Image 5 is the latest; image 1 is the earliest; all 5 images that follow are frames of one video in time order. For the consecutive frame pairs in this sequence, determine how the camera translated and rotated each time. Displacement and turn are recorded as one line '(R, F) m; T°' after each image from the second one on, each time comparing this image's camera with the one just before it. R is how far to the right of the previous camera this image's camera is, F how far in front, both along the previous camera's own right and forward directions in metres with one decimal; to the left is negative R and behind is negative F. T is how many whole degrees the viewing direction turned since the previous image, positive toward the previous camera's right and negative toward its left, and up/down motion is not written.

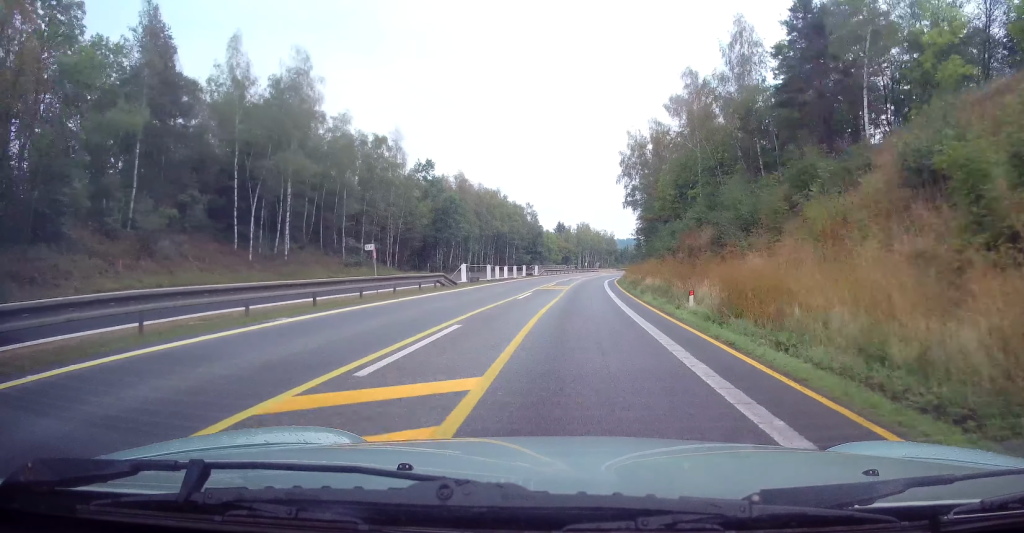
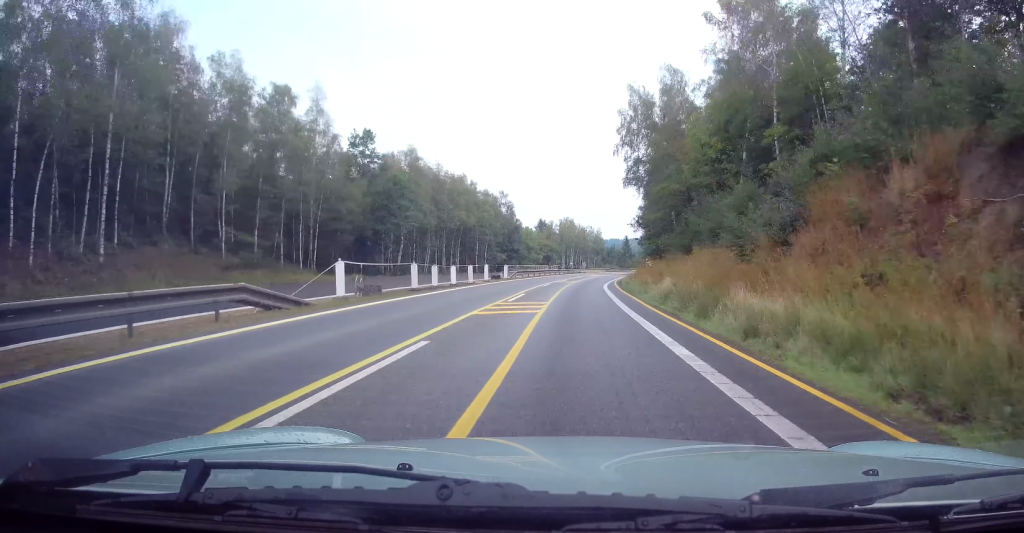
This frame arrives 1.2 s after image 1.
(0.0, +20.4) m; 0°
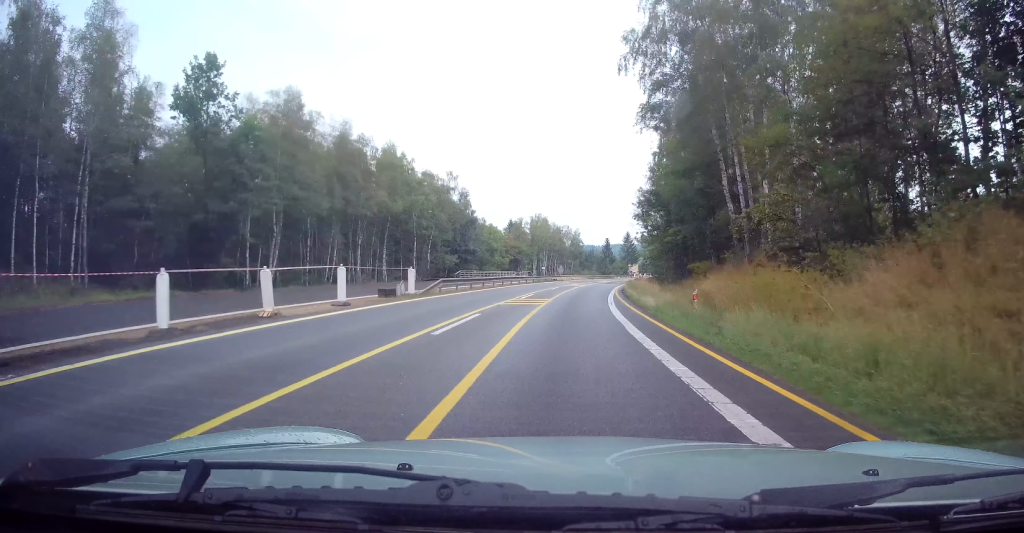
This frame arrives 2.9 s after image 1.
(+0.5, +27.7) m; +3°
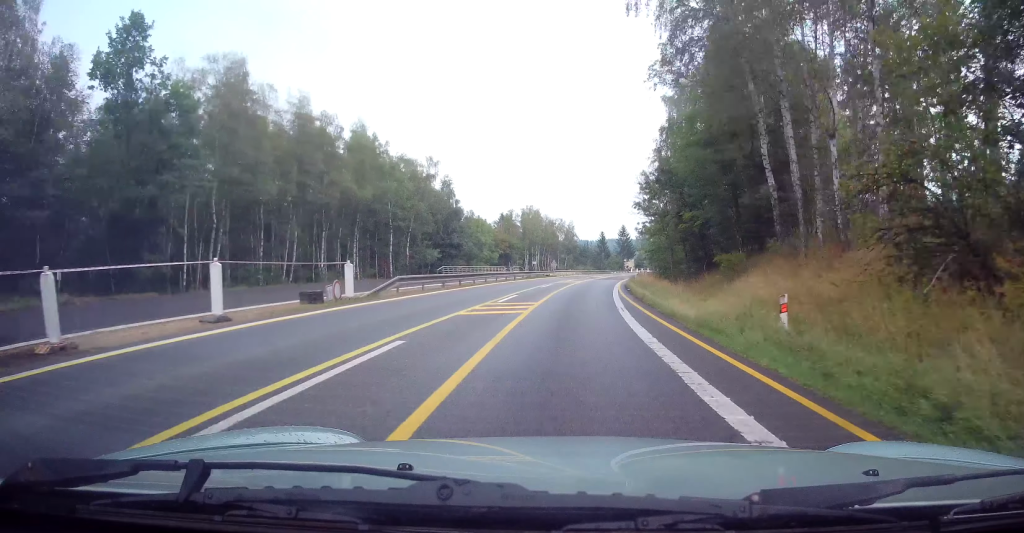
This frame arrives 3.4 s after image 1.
(0.0, +7.2) m; +1°
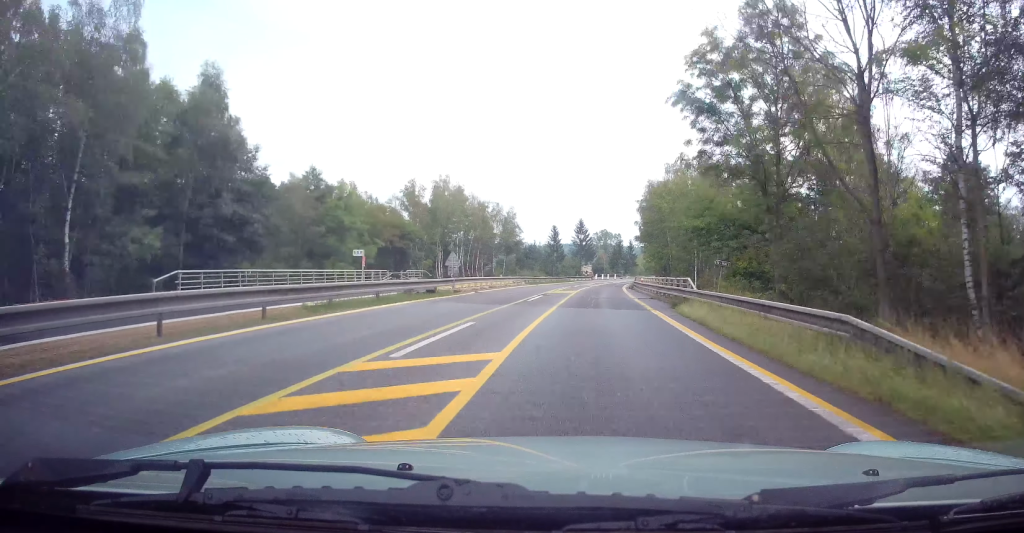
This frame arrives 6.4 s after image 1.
(+2.0, +48.9) m; +4°
